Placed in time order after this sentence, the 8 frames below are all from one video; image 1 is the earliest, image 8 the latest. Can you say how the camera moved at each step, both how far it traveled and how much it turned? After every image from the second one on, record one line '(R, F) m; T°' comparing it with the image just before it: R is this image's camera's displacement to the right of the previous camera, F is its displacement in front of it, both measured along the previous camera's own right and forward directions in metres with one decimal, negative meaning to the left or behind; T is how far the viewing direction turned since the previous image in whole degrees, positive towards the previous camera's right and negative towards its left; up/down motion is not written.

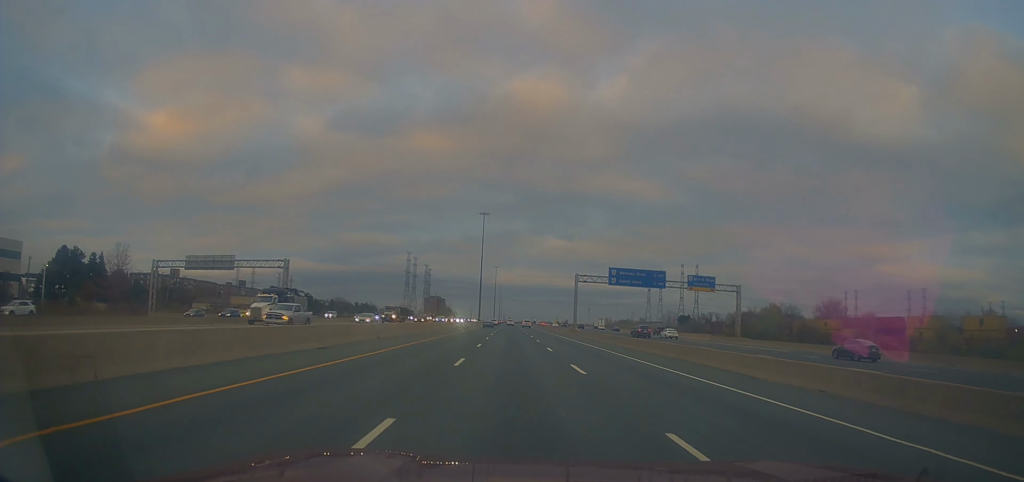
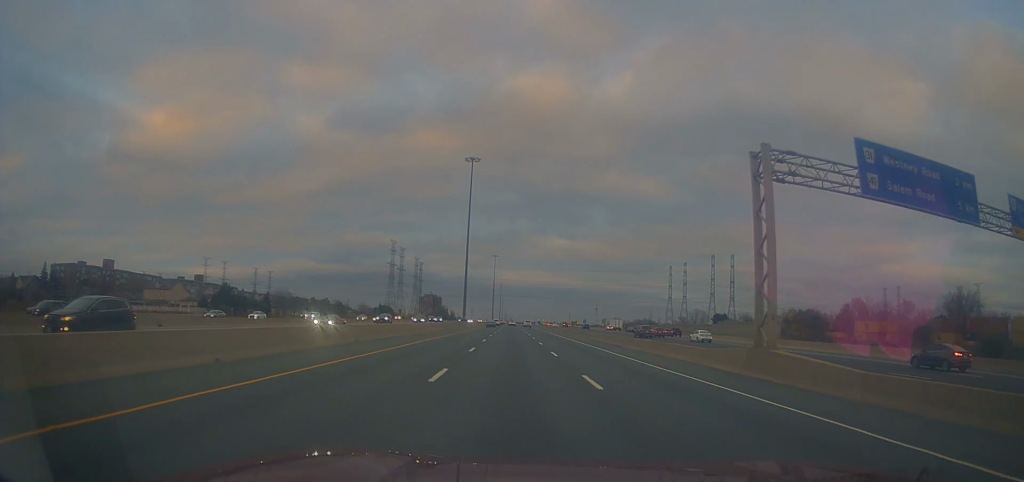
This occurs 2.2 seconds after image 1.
(+0.7, +64.9) m; 0°
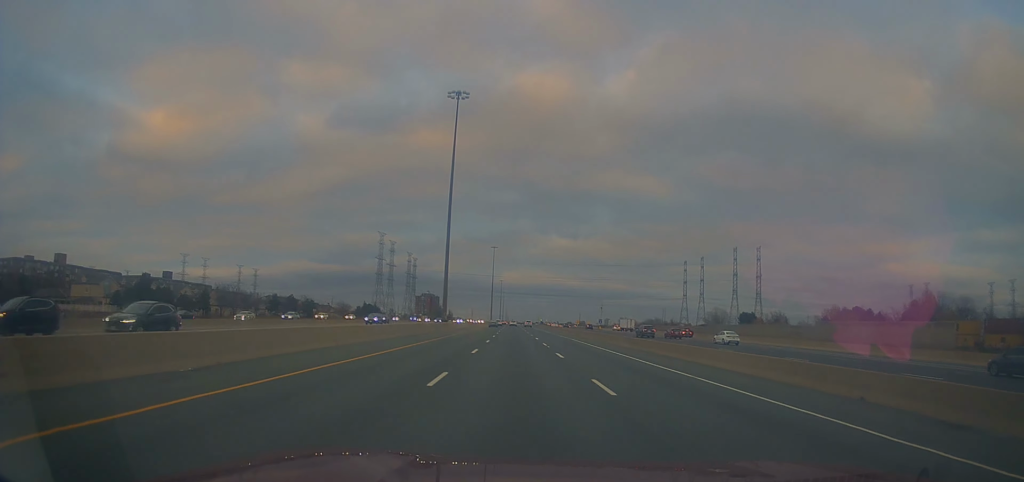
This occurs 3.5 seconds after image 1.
(0.0, +37.5) m; 0°
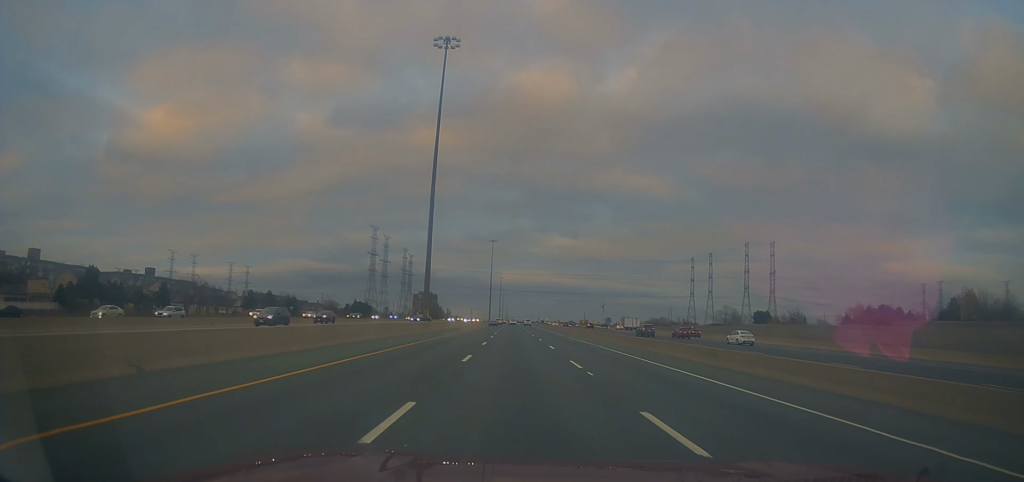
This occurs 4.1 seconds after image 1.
(0.0, +17.7) m; 0°
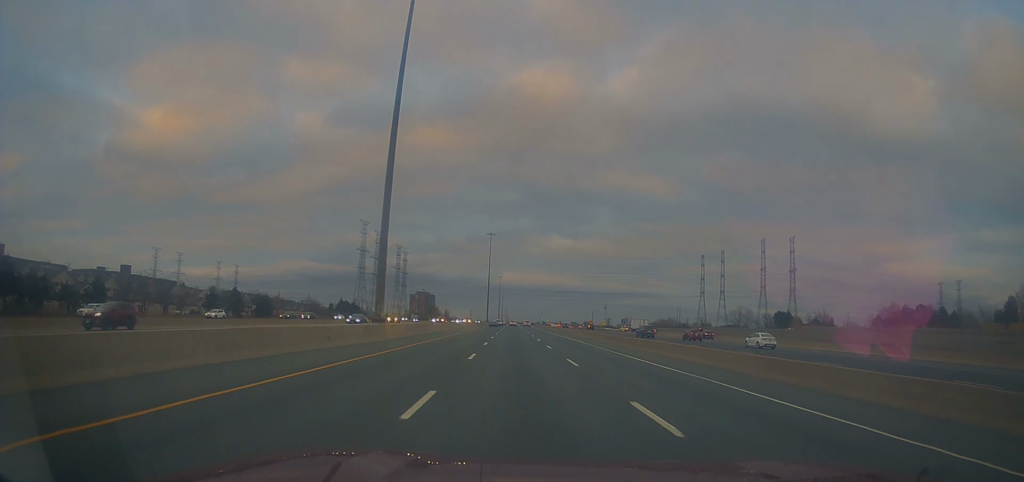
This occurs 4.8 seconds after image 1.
(0.0, +22.7) m; 0°
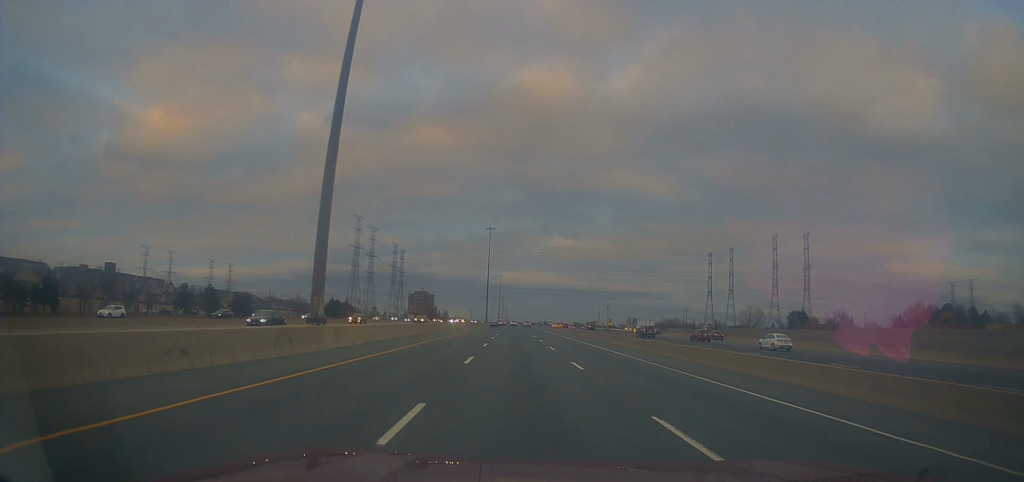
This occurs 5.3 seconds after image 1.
(0.0, +13.8) m; 0°
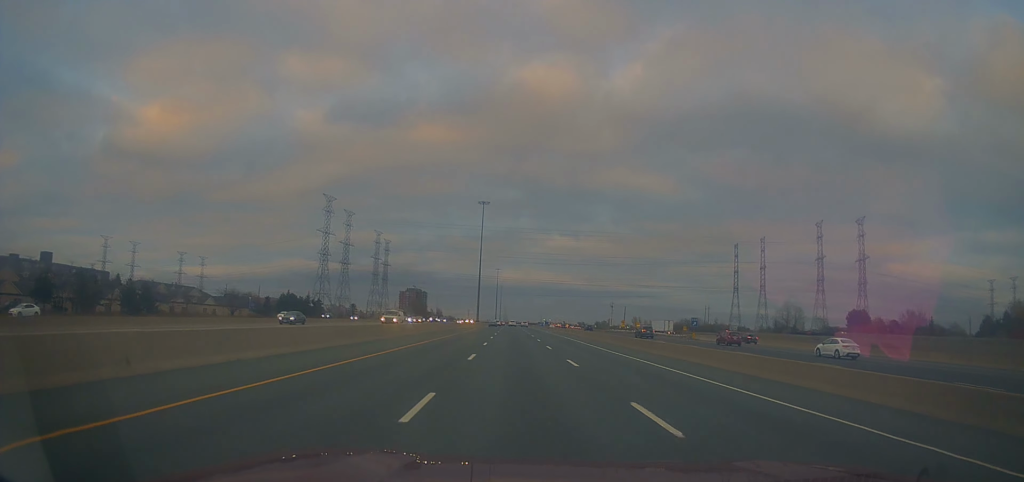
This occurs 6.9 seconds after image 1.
(+0.3, +47.2) m; 0°
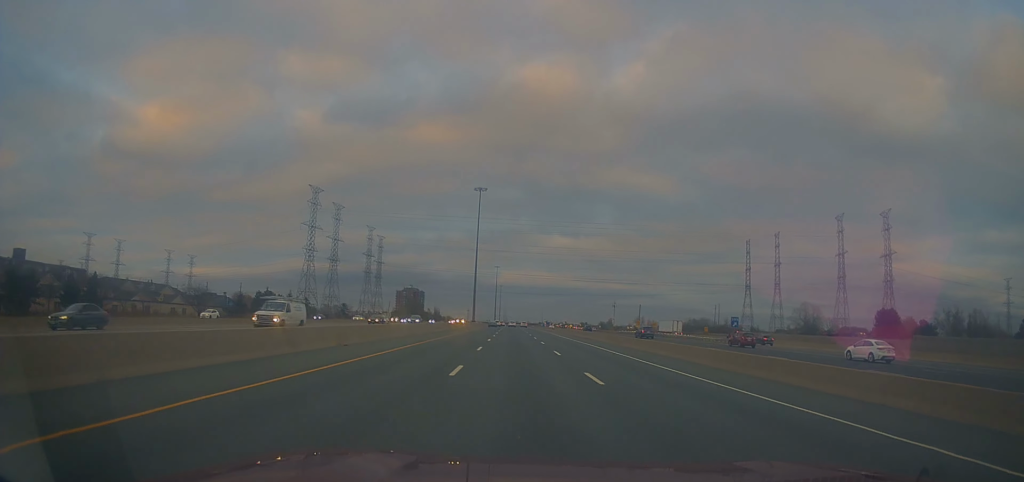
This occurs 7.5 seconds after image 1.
(-0.1, +17.7) m; 0°
